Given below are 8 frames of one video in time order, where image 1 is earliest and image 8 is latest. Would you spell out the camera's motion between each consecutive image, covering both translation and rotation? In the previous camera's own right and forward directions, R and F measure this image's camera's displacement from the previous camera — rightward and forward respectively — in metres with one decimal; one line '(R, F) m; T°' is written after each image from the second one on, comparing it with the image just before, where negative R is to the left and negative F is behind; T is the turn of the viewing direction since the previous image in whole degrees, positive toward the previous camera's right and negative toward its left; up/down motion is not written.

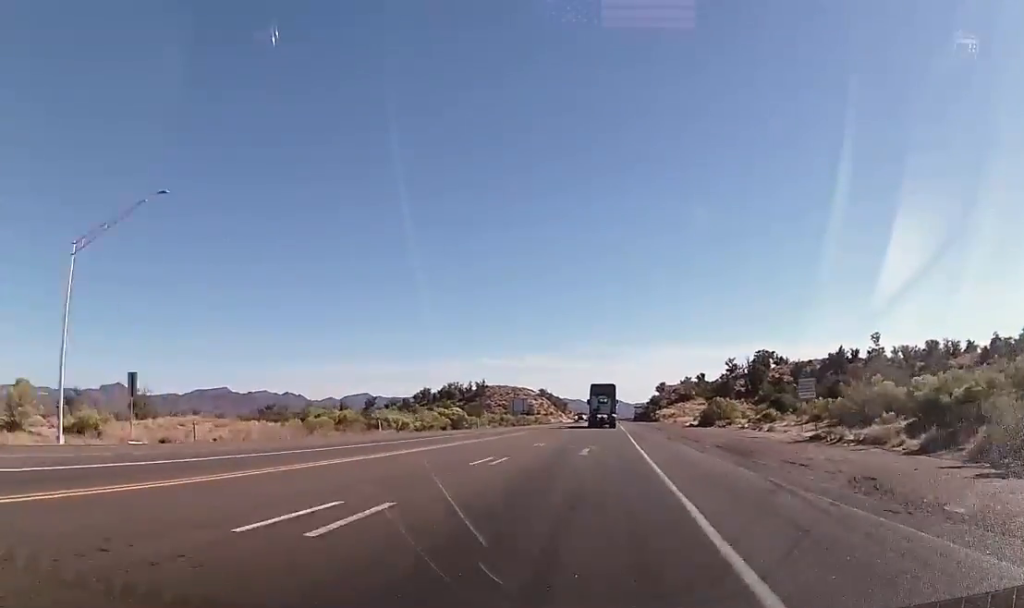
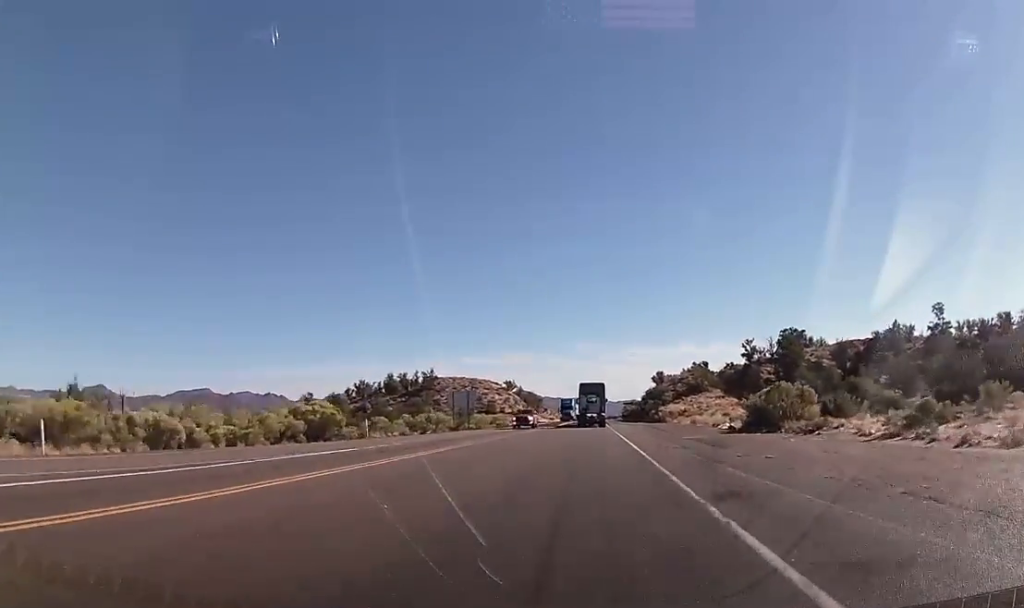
(+0.5, +40.4) m; +1°
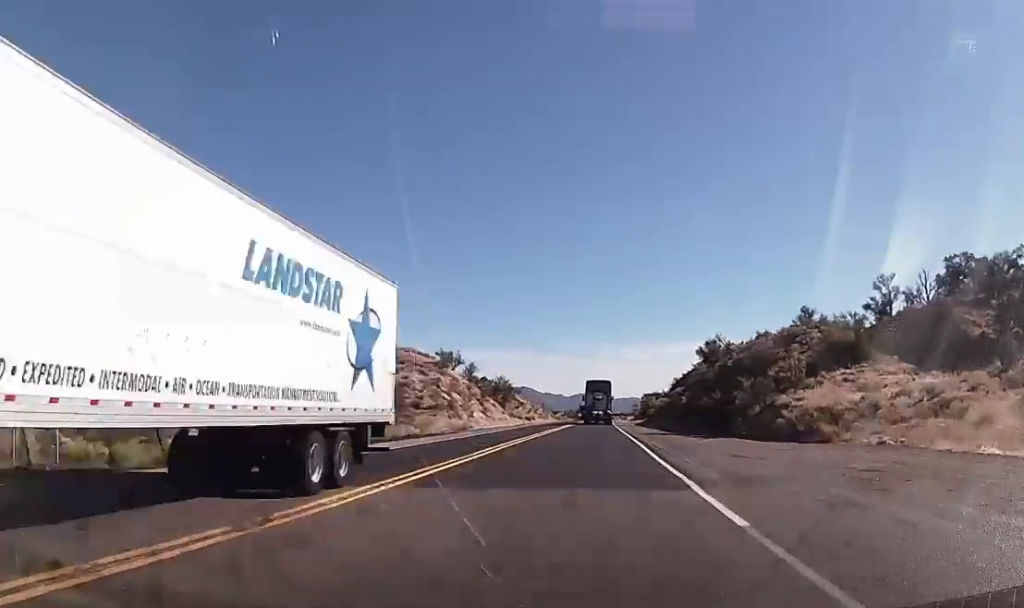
(+1.0, +68.9) m; +2°
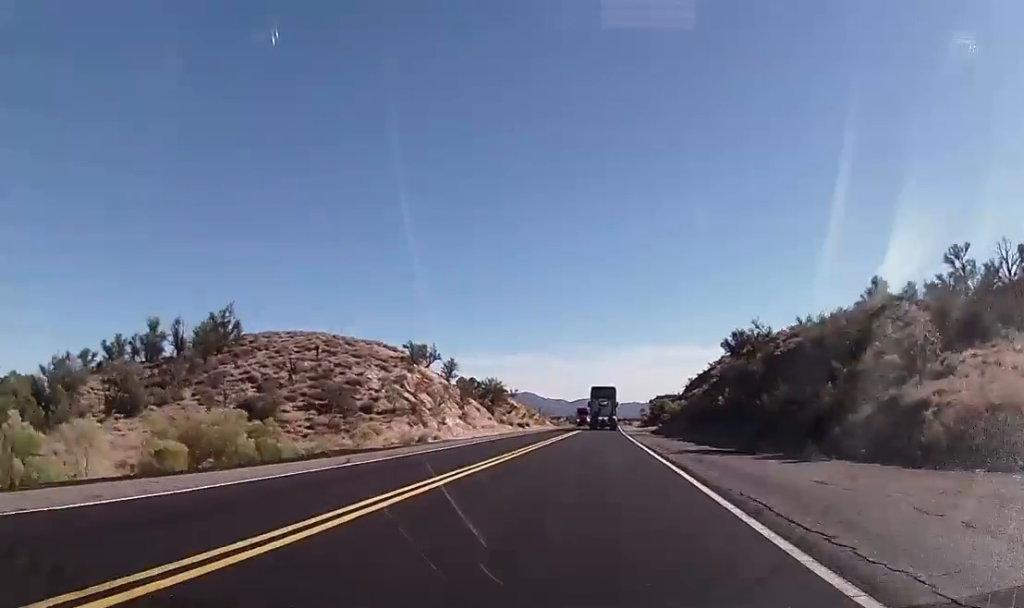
(-0.1, +16.2) m; 0°
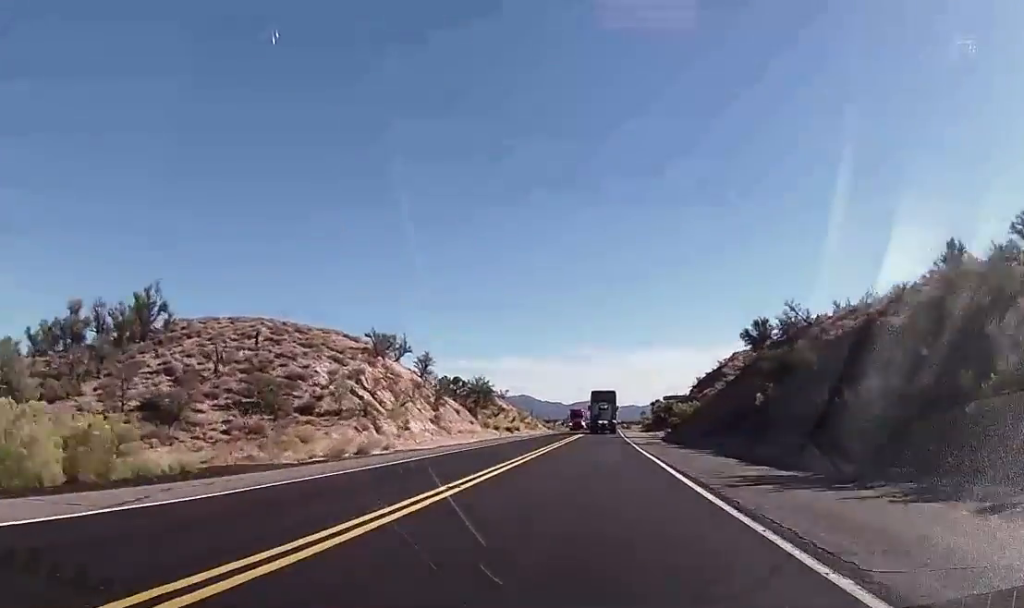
(0.0, +11.4) m; 0°
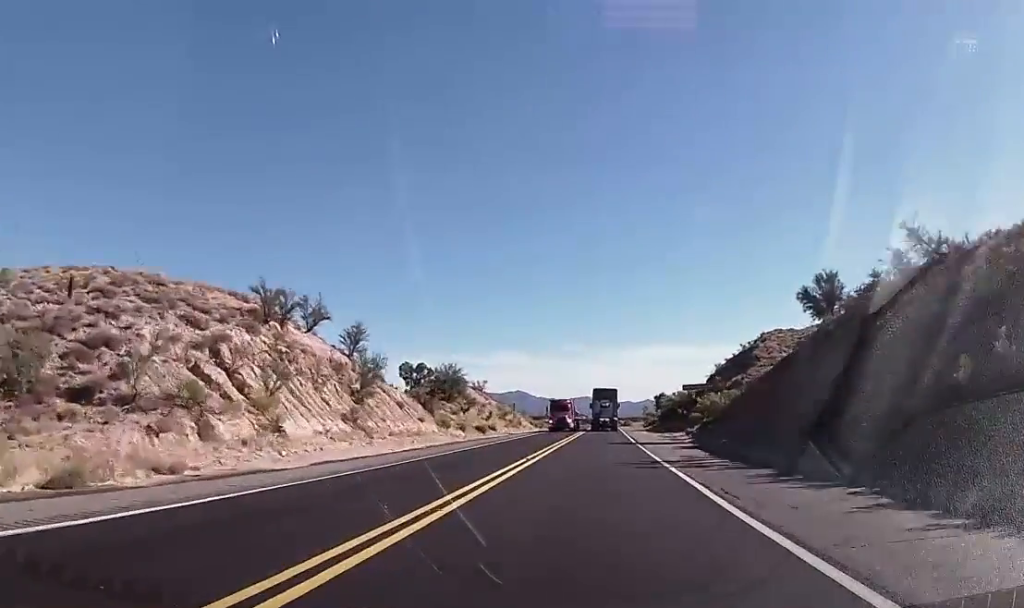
(+0.2, +20.0) m; 0°
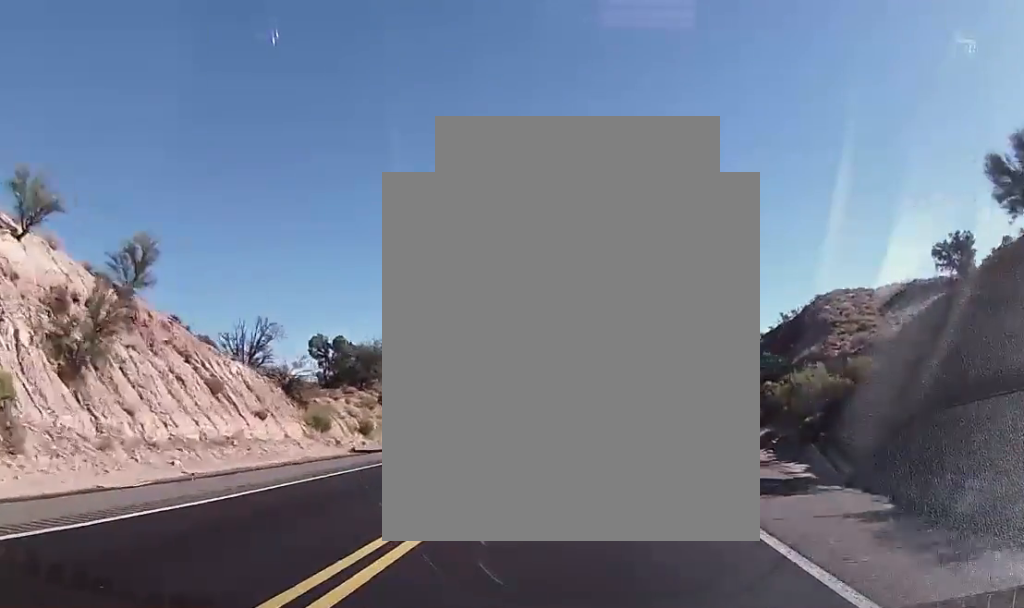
(-0.3, +25.1) m; 0°
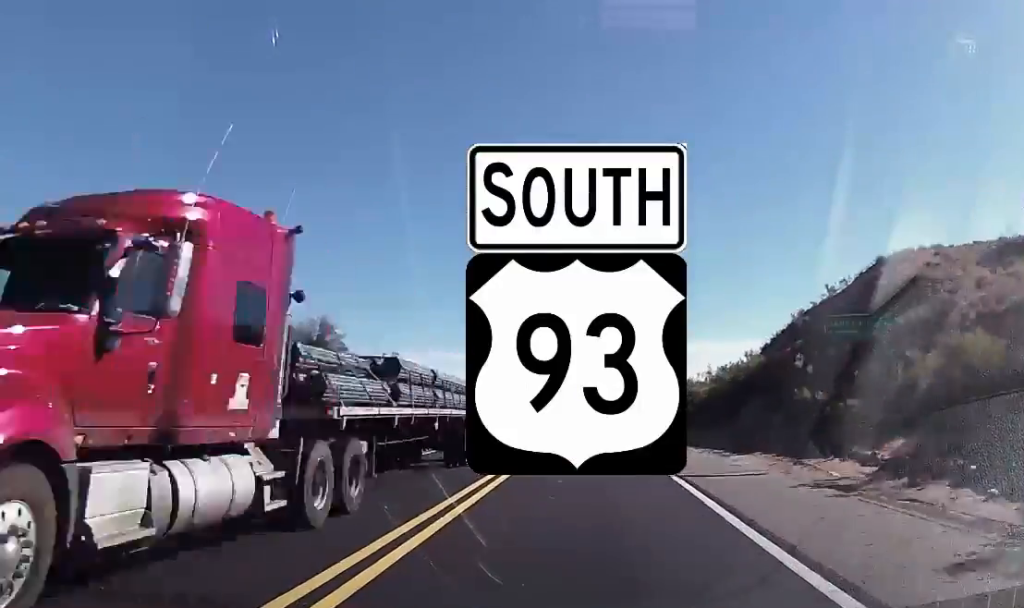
(0.0, +14.7) m; 0°
